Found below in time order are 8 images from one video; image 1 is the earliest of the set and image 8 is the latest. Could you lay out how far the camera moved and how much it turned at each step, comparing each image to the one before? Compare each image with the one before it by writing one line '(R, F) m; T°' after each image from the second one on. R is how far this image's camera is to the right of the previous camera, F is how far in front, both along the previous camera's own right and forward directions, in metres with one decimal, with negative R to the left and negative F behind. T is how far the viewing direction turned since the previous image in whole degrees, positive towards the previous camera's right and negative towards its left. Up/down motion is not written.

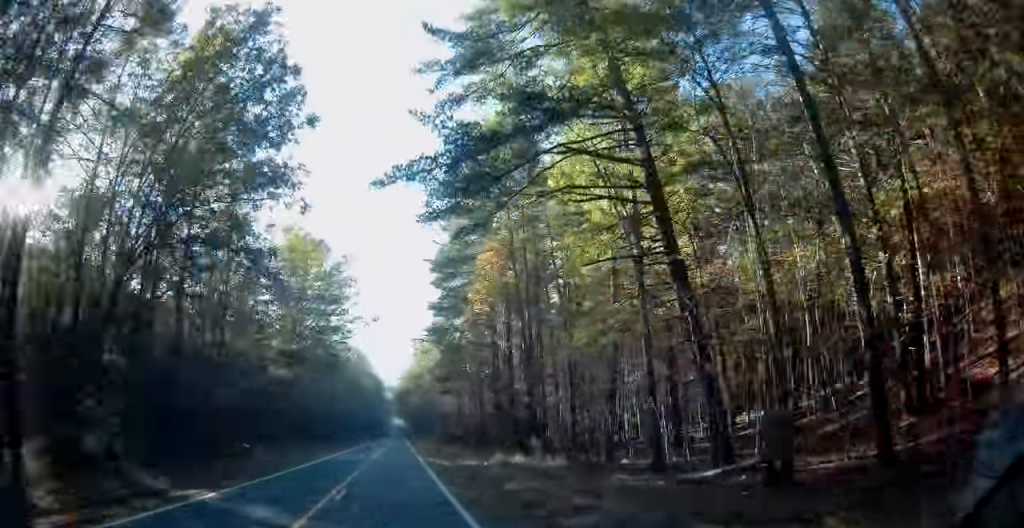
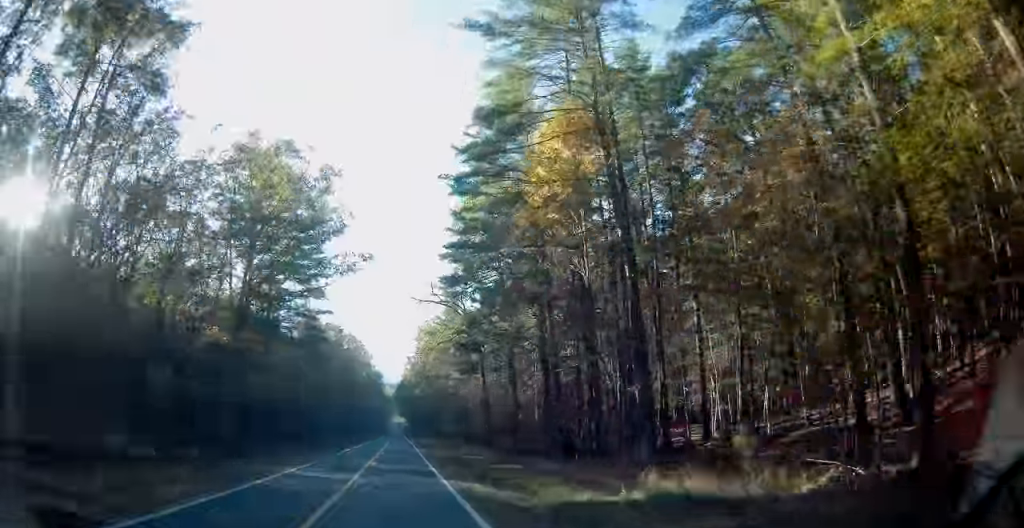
(+0.2, +20.6) m; 0°
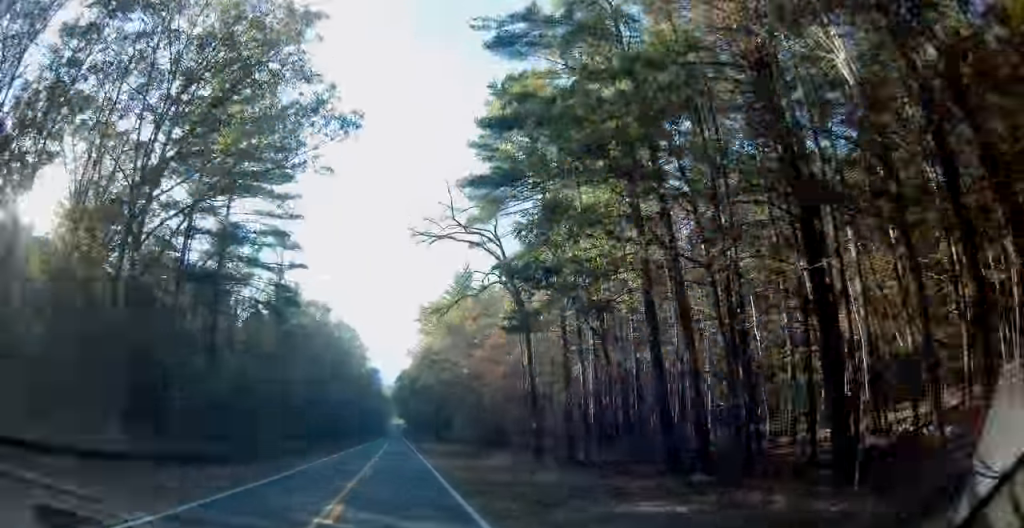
(0.0, +18.2) m; 0°
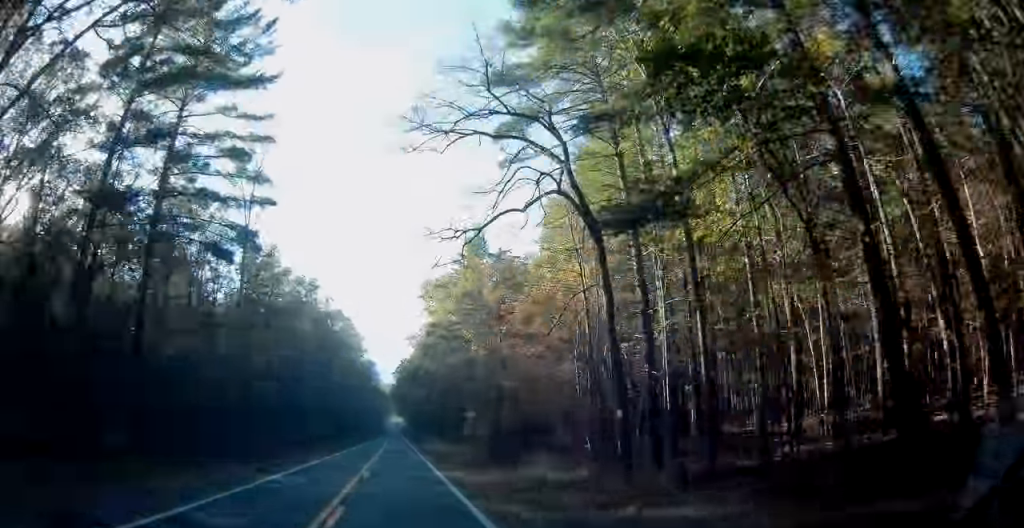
(-0.1, +13.1) m; 0°
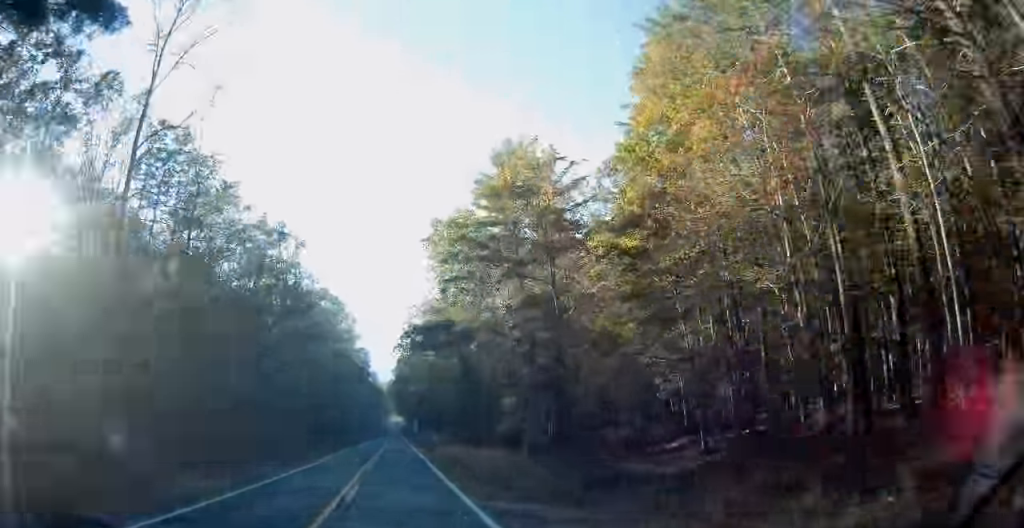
(0.0, +20.3) m; 0°
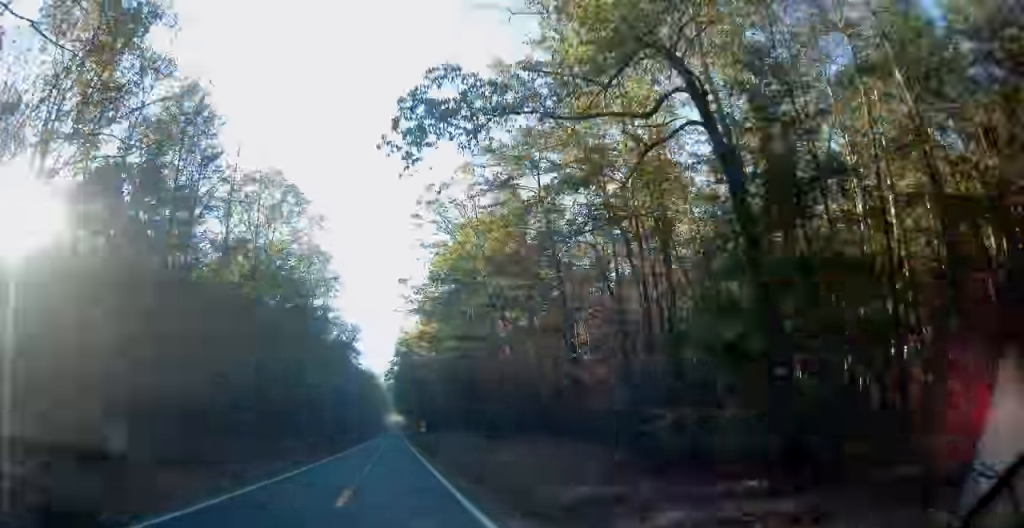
(+0.4, +49.7) m; 0°
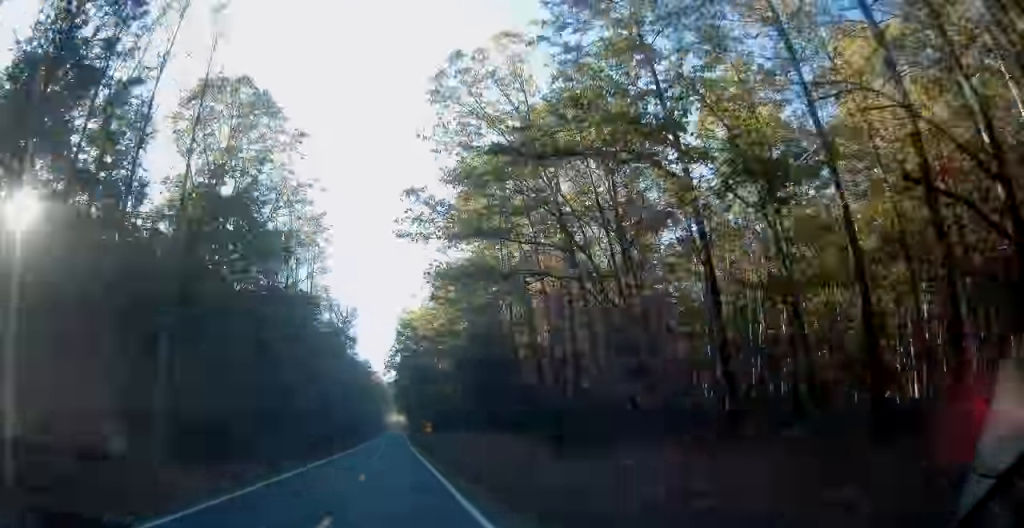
(+0.1, +16.9) m; 0°
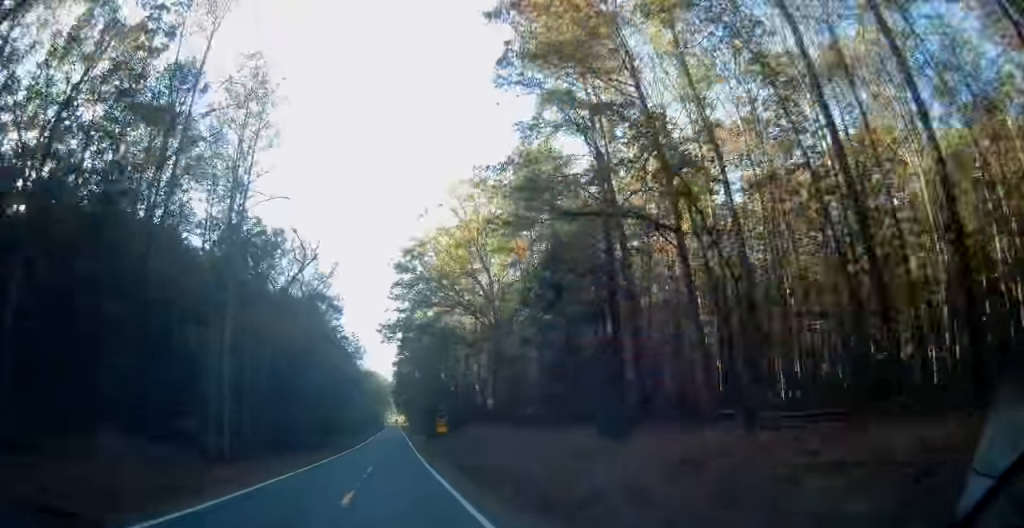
(-0.2, +31.1) m; 0°
